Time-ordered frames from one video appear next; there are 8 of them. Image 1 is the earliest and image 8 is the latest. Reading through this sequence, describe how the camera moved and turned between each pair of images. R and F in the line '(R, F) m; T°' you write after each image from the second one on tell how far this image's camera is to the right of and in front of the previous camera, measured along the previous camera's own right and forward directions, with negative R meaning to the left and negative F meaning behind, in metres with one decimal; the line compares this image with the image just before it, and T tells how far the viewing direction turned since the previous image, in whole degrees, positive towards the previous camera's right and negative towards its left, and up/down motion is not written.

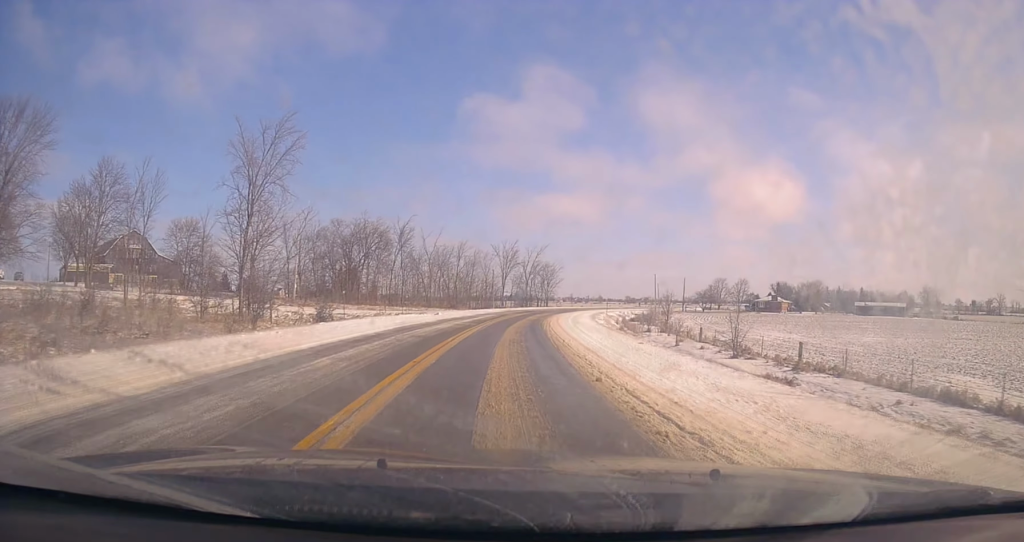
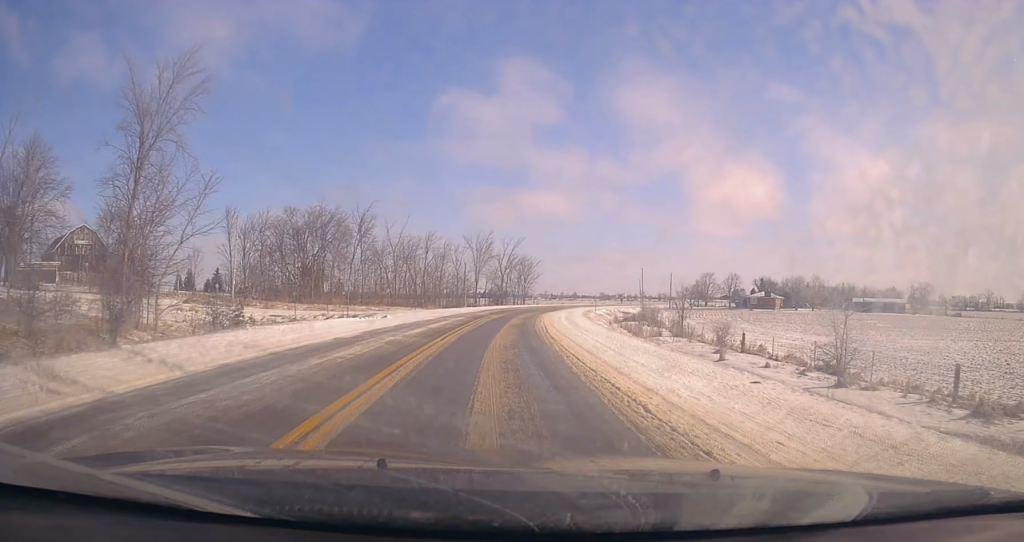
(+0.3, +13.3) m; +3°
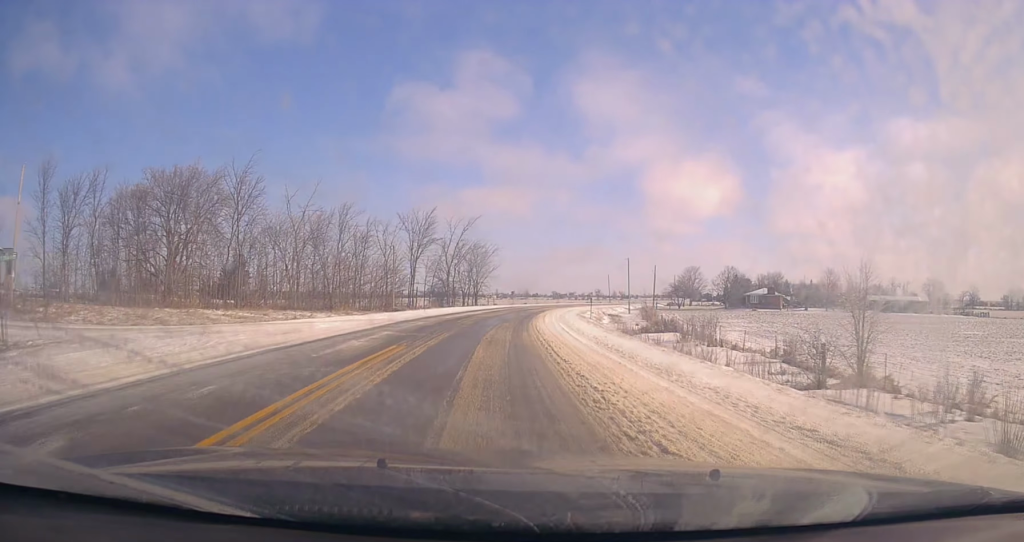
(+2.0, +31.6) m; +6°
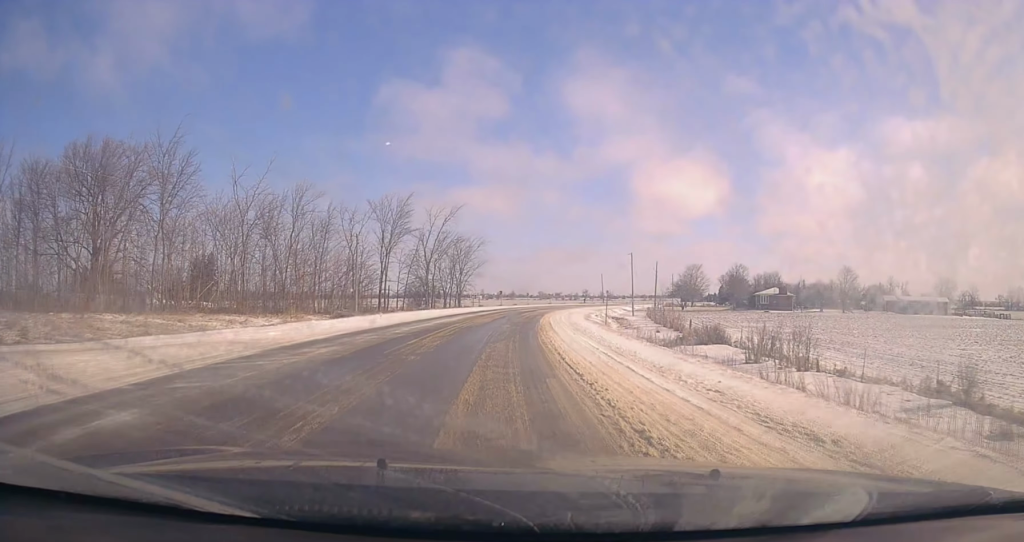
(+0.3, +13.3) m; 0°
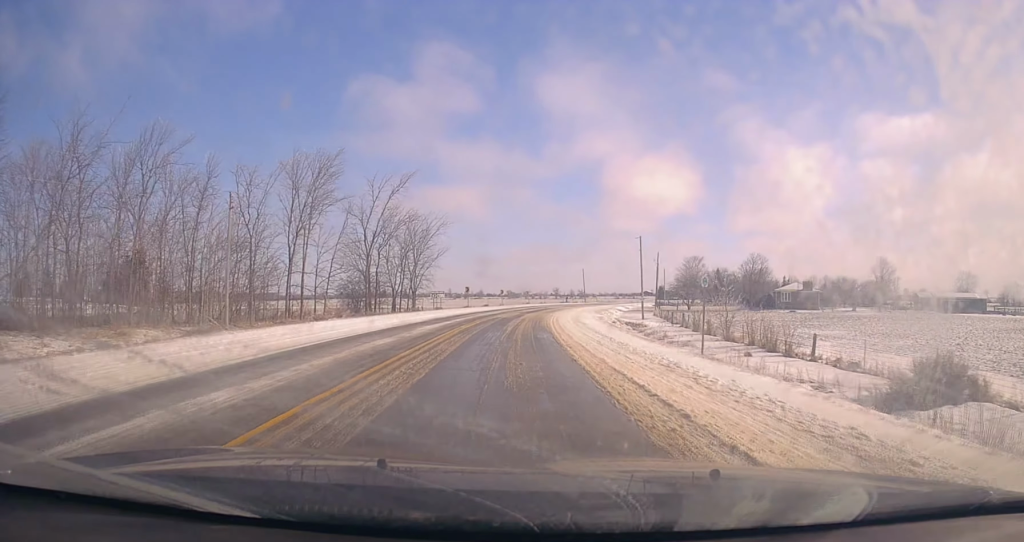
(-0.2, +24.5) m; +2°
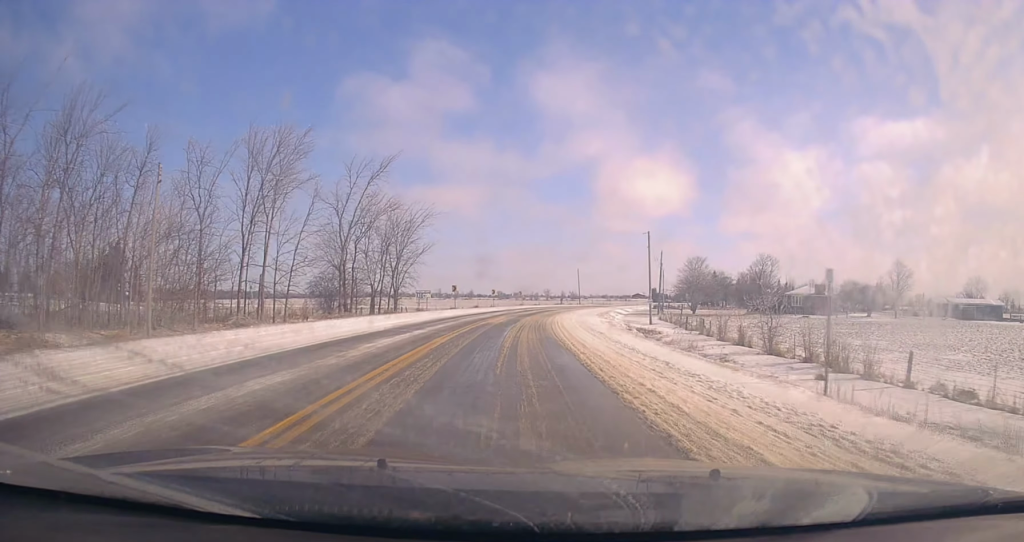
(+0.3, +7.9) m; +1°
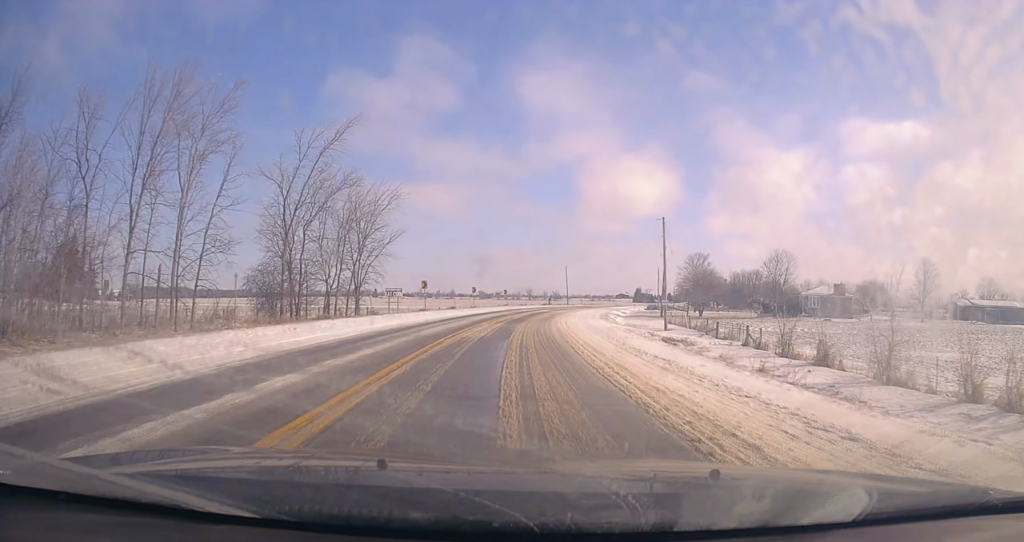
(+0.4, +12.2) m; +2°
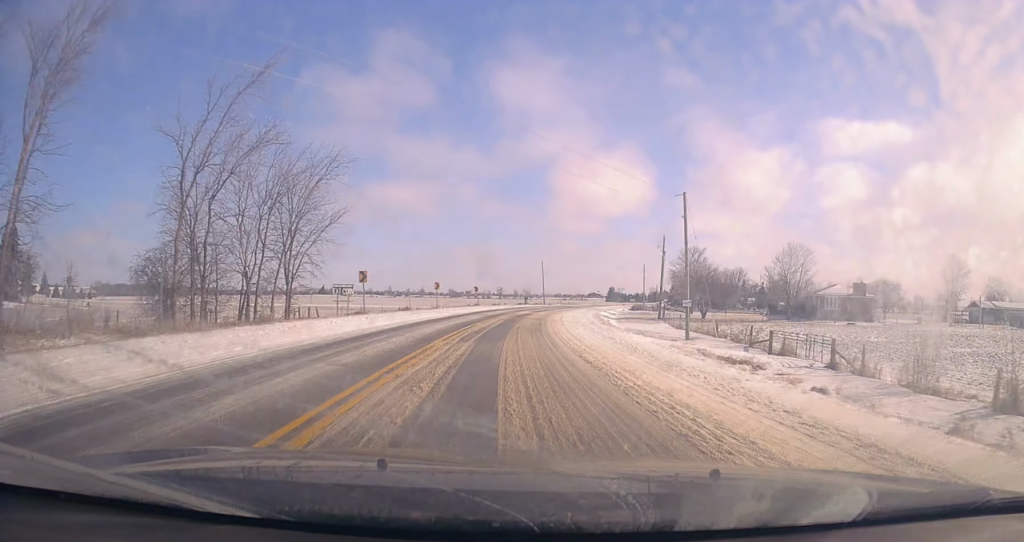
(0.0, +13.7) m; +3°
